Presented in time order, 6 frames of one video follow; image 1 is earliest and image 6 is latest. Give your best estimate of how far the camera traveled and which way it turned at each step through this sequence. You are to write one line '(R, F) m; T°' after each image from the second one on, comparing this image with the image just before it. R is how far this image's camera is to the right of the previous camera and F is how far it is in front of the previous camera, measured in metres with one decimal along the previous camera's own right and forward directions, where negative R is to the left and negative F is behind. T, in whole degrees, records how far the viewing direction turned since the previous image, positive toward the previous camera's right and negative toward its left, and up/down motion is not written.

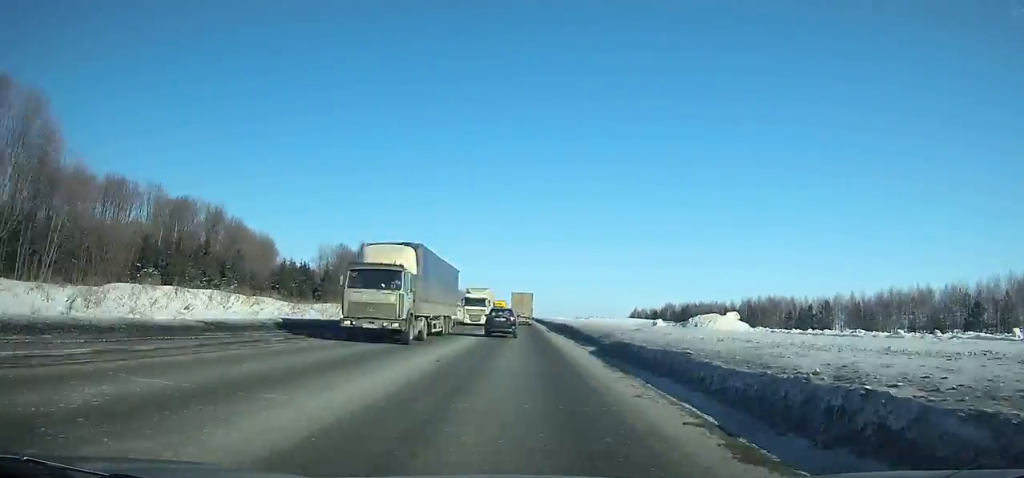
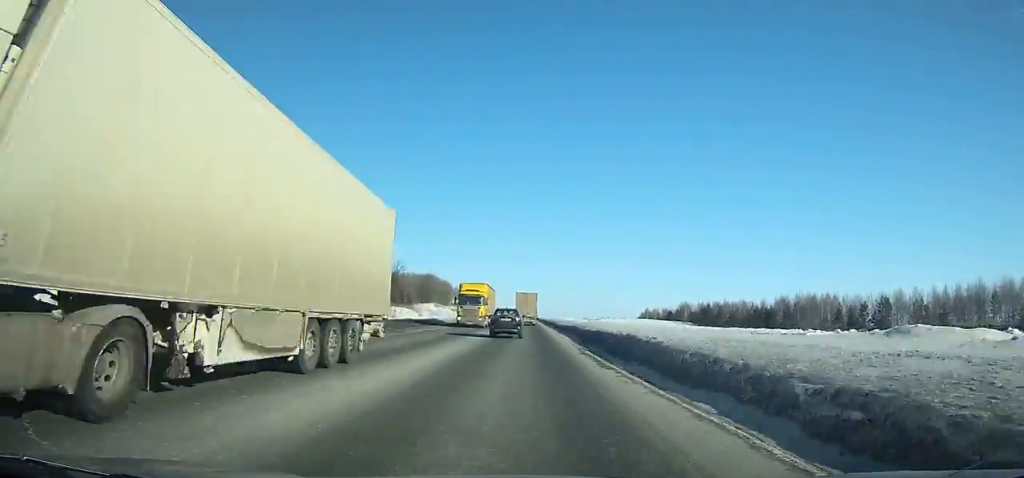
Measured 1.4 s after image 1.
(+0.2, +29.6) m; 0°
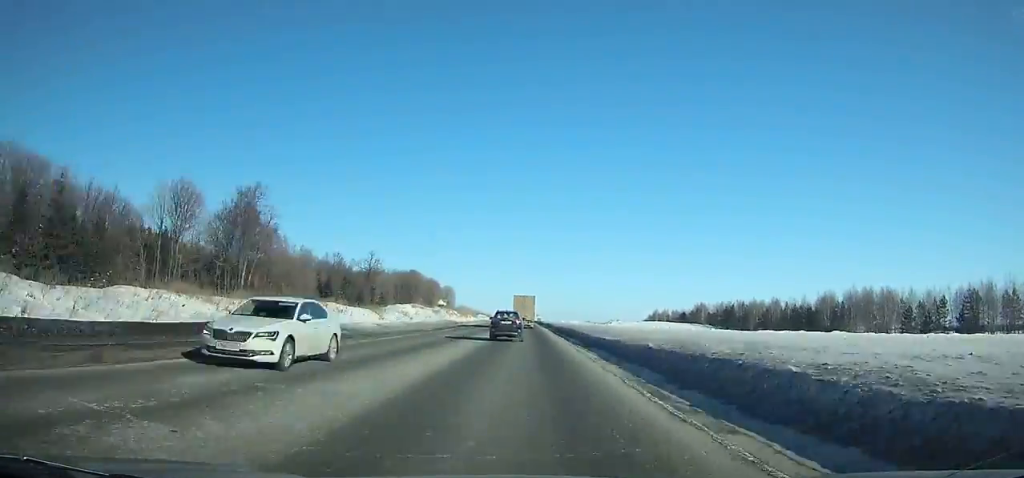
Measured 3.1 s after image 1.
(-0.2, +35.9) m; 0°
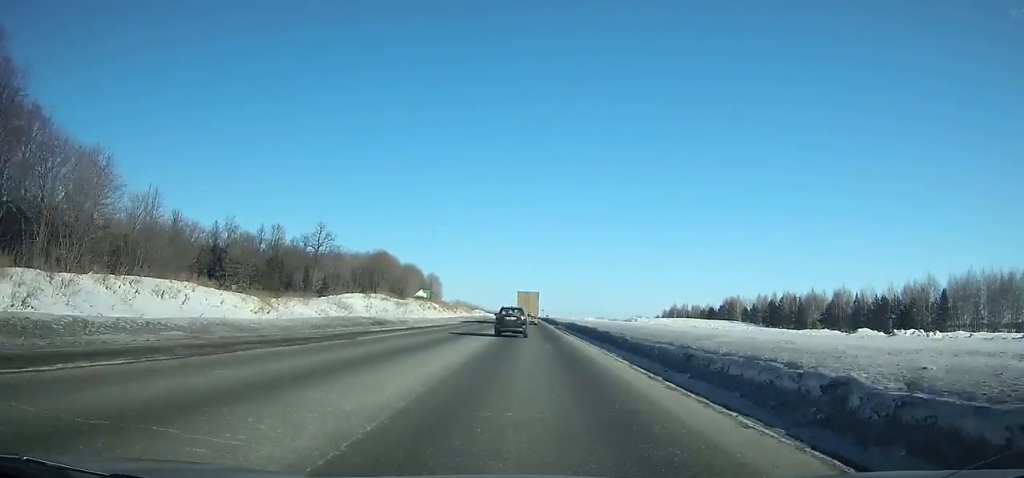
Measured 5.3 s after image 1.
(-0.1, +46.6) m; 0°
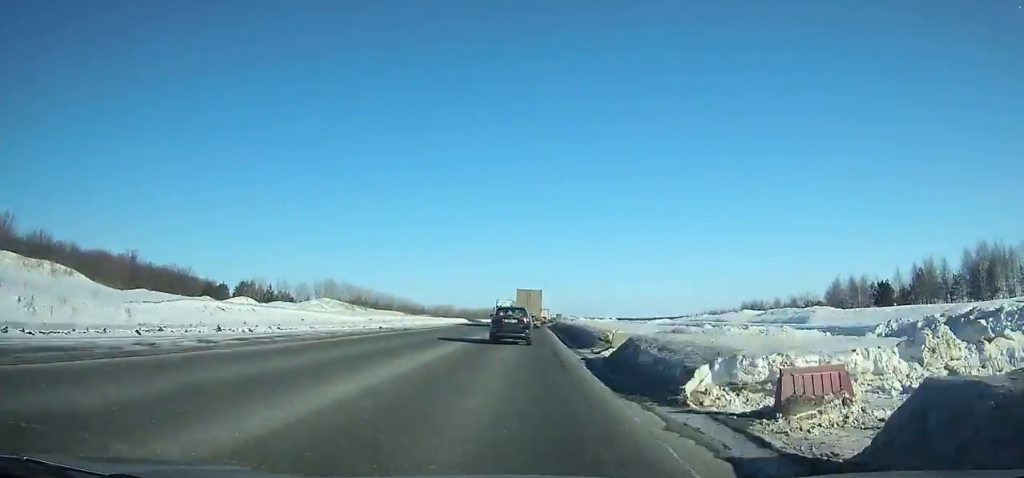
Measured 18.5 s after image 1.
(+4.6, +279.8) m; +3°
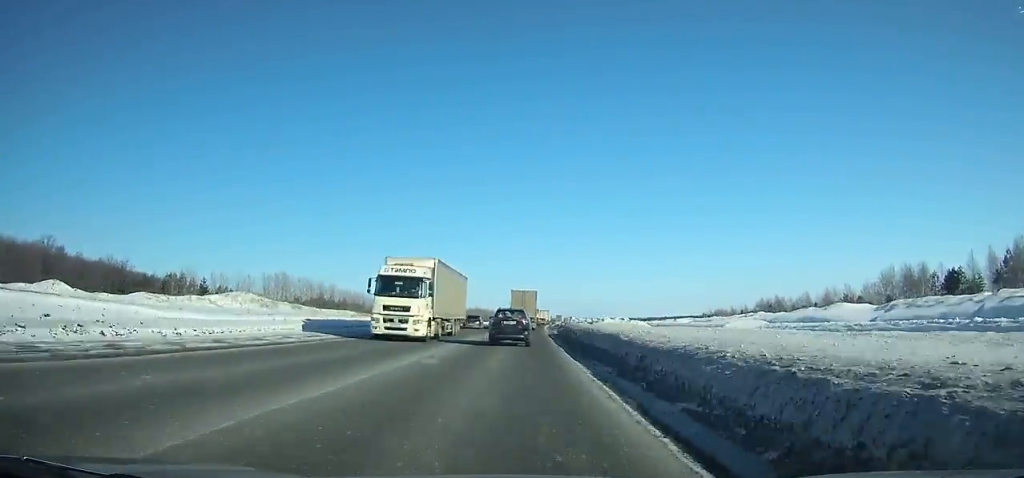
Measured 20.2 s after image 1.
(+0.2, +34.8) m; +1°
